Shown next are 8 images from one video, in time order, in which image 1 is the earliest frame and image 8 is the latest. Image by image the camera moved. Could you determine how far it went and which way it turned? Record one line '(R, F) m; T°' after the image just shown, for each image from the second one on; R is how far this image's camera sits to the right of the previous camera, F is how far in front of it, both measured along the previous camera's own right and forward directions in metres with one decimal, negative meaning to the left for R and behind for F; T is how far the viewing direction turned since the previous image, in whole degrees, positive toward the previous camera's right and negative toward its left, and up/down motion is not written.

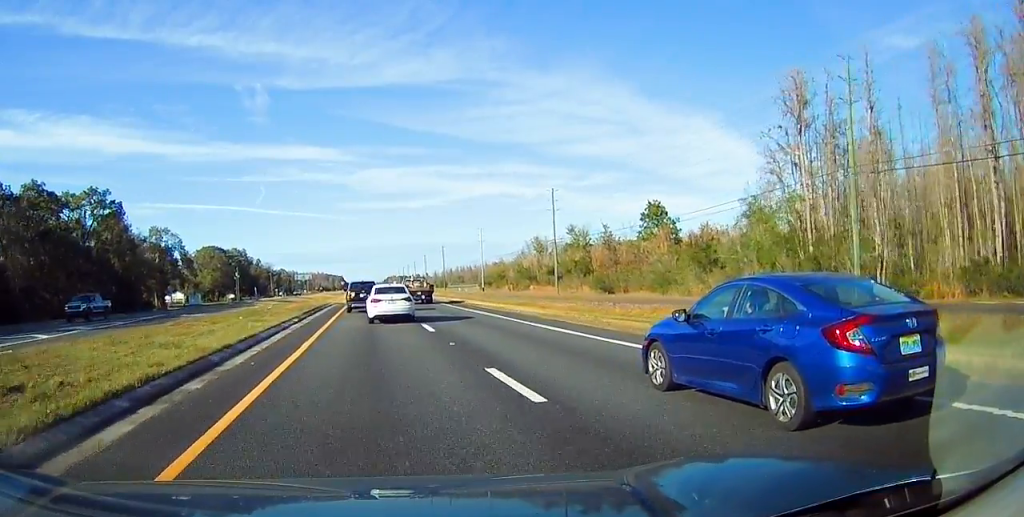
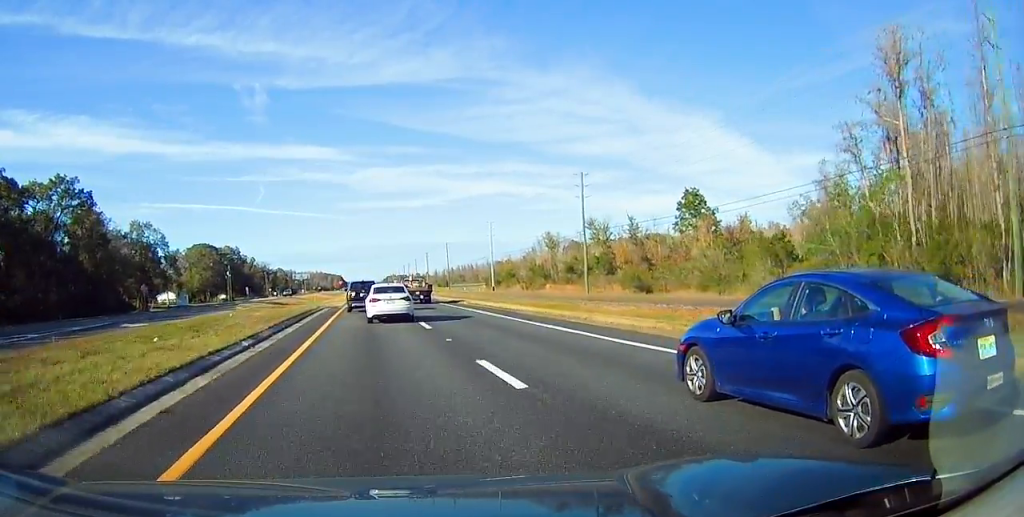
(0.0, +11.7) m; 0°
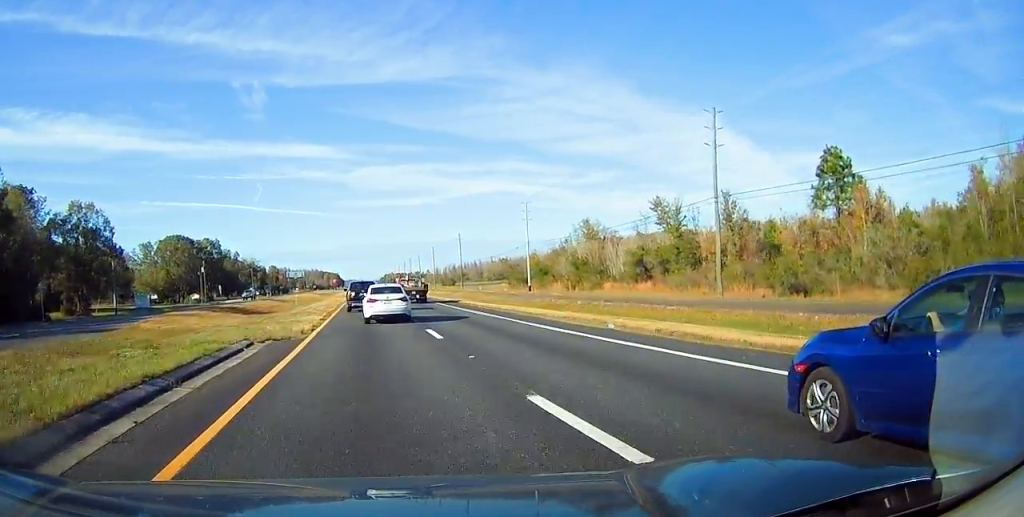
(+0.2, +28.8) m; -1°
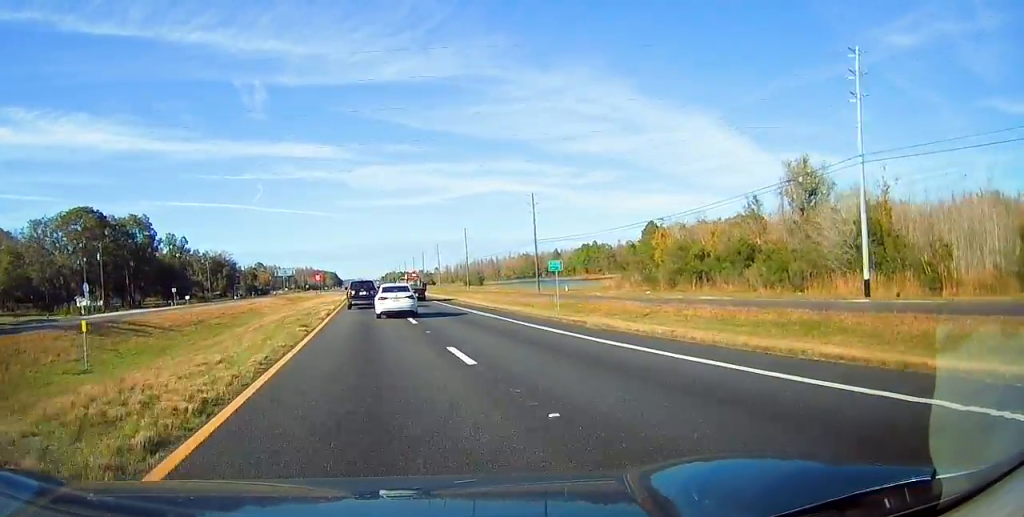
(-0.3, +68.3) m; 0°
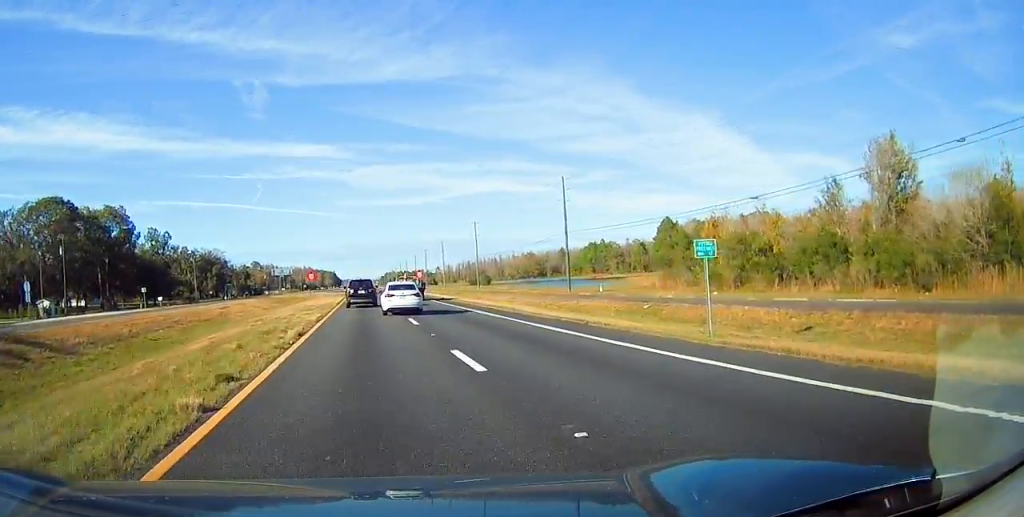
(0.0, +14.0) m; 0°
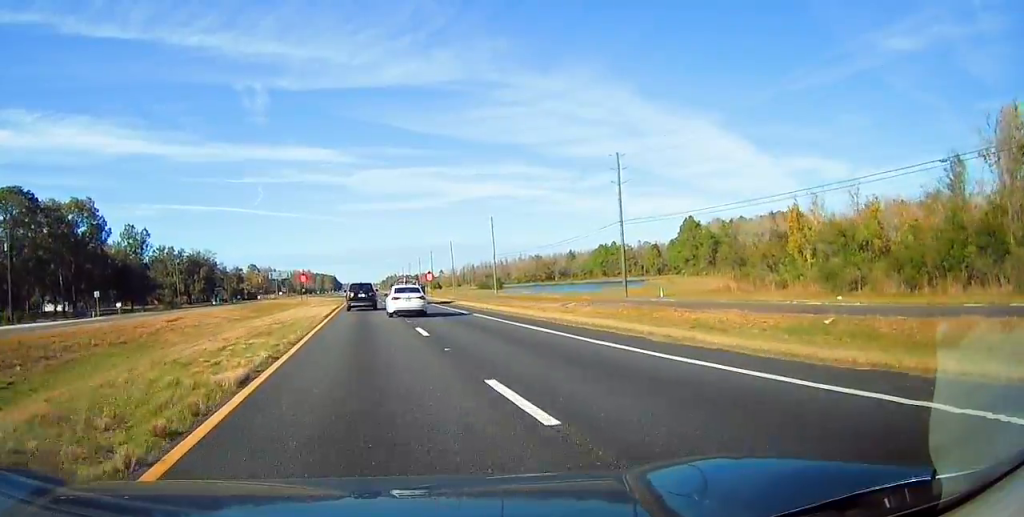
(+0.2, +16.3) m; 0°
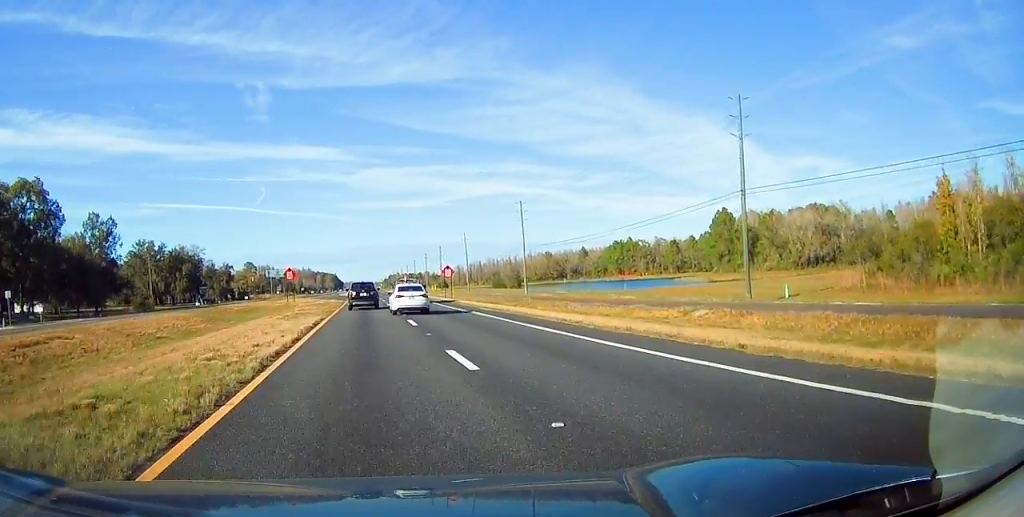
(-0.3, +20.4) m; 0°
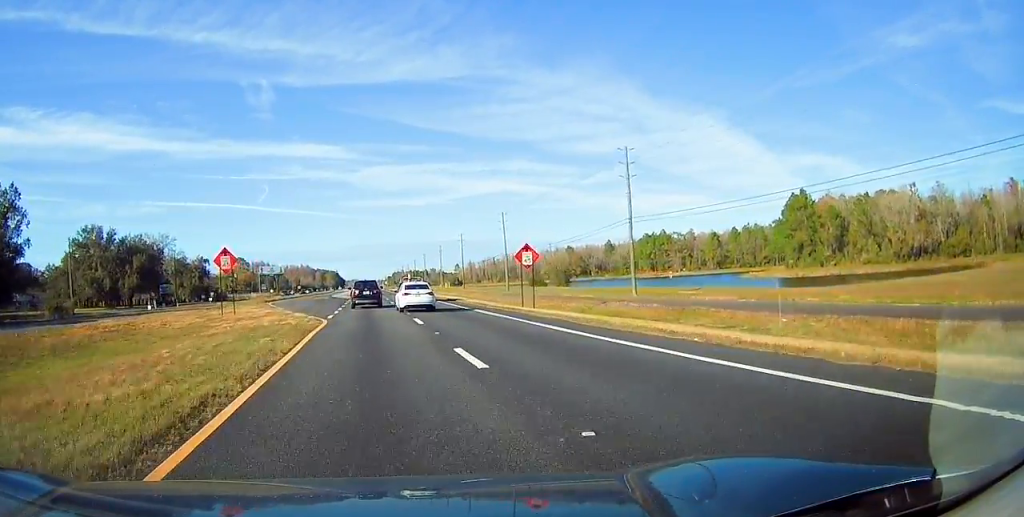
(+0.3, +37.8) m; 0°
